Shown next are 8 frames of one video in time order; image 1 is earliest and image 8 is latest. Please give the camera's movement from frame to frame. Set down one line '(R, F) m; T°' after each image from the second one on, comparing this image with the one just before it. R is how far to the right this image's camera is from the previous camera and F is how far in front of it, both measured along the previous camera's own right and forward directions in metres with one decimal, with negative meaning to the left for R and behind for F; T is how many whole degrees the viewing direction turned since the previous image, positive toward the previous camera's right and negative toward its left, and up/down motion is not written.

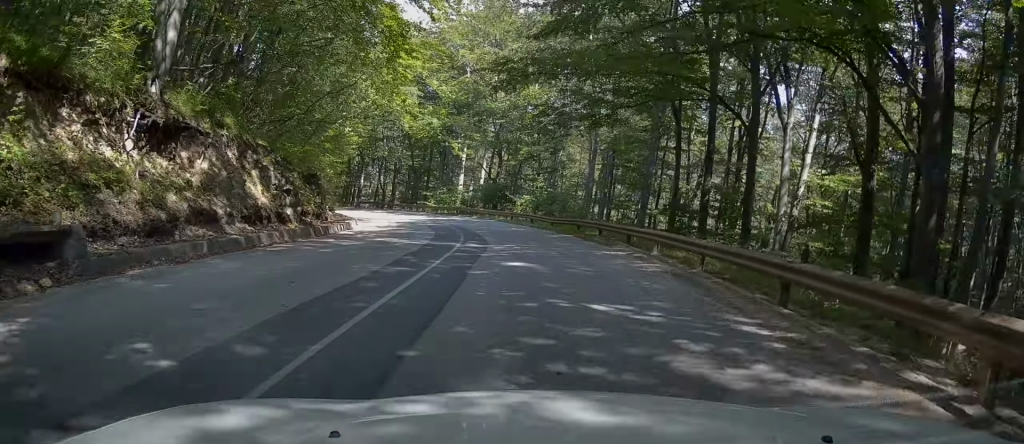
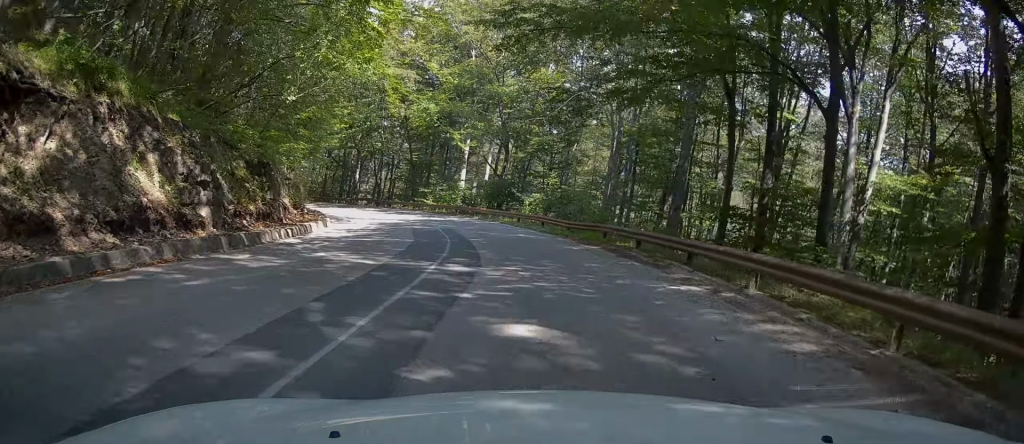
(-0.1, +5.6) m; -1°
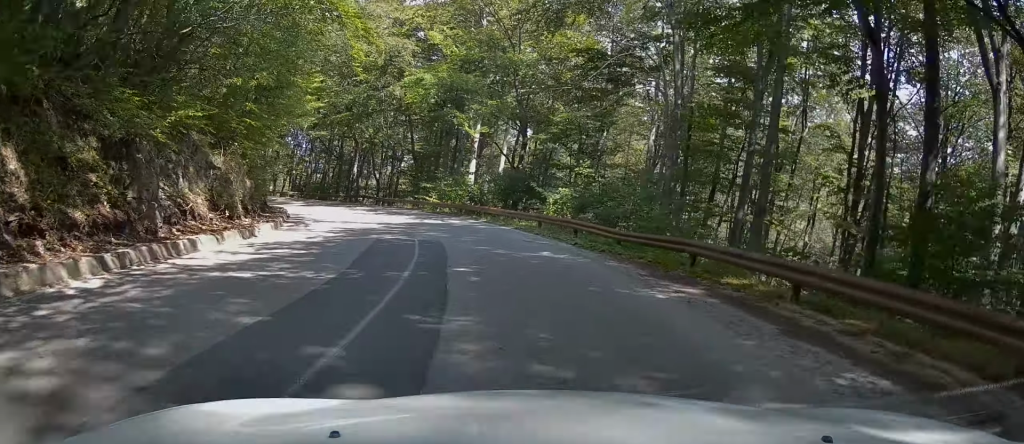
(-0.1, +8.0) m; -3°
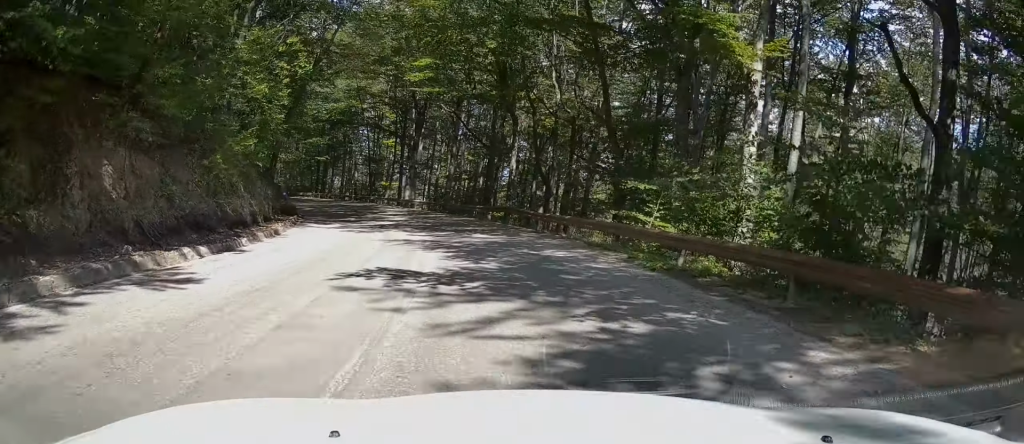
(-2.3, +24.5) m; -10°
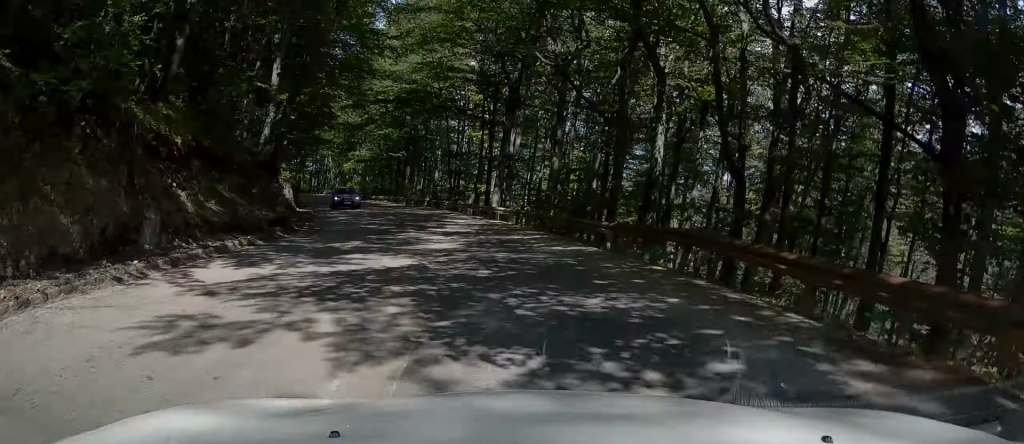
(-0.5, +14.8) m; -6°
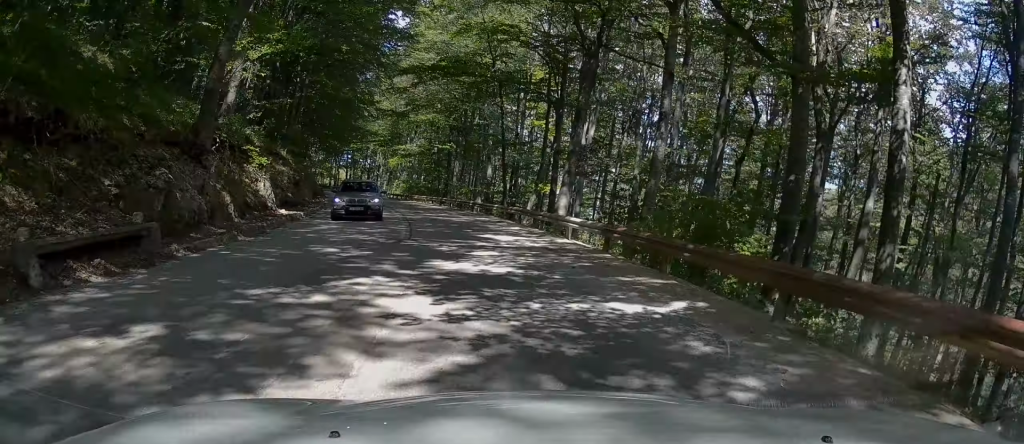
(-0.7, +11.0) m; -7°
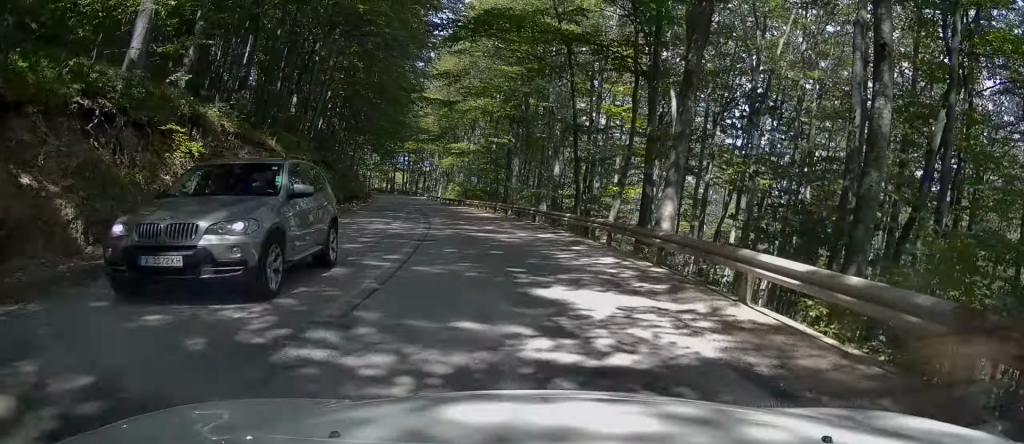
(-0.6, +9.6) m; -4°
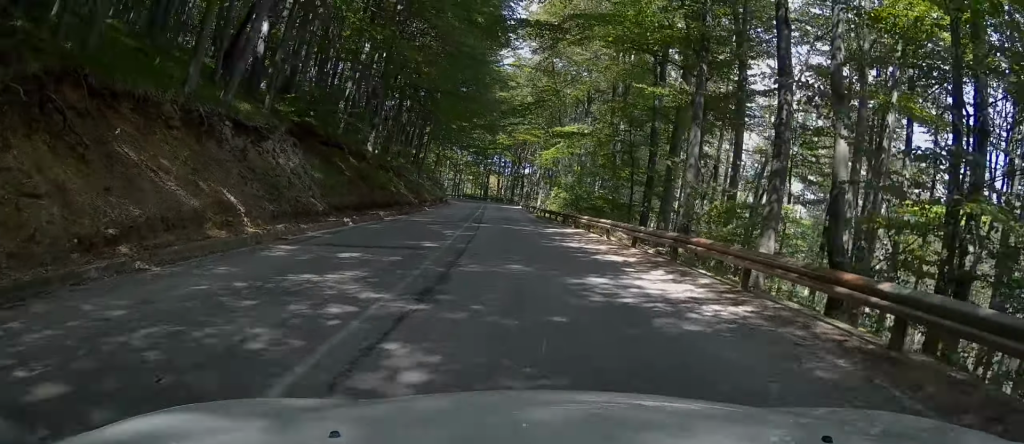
(-2.1, +23.8) m; -9°
